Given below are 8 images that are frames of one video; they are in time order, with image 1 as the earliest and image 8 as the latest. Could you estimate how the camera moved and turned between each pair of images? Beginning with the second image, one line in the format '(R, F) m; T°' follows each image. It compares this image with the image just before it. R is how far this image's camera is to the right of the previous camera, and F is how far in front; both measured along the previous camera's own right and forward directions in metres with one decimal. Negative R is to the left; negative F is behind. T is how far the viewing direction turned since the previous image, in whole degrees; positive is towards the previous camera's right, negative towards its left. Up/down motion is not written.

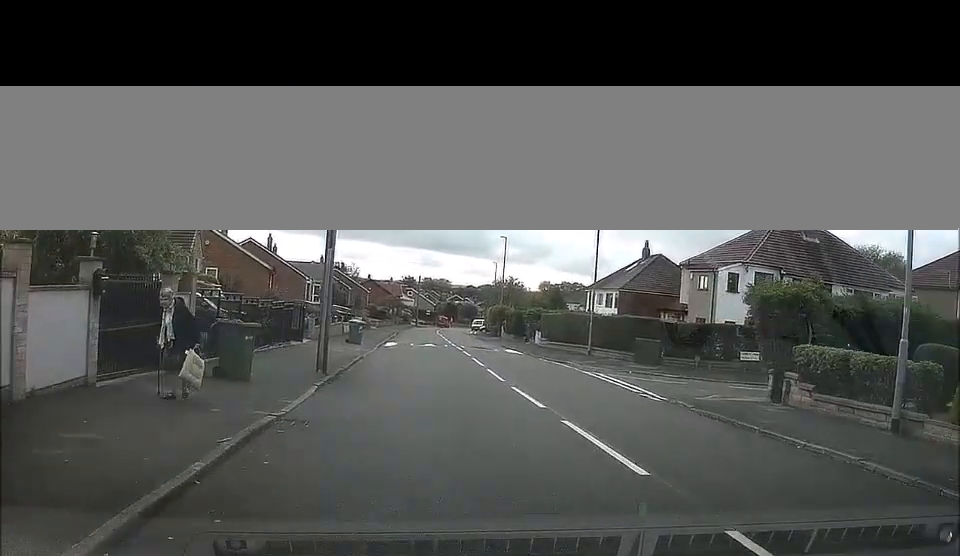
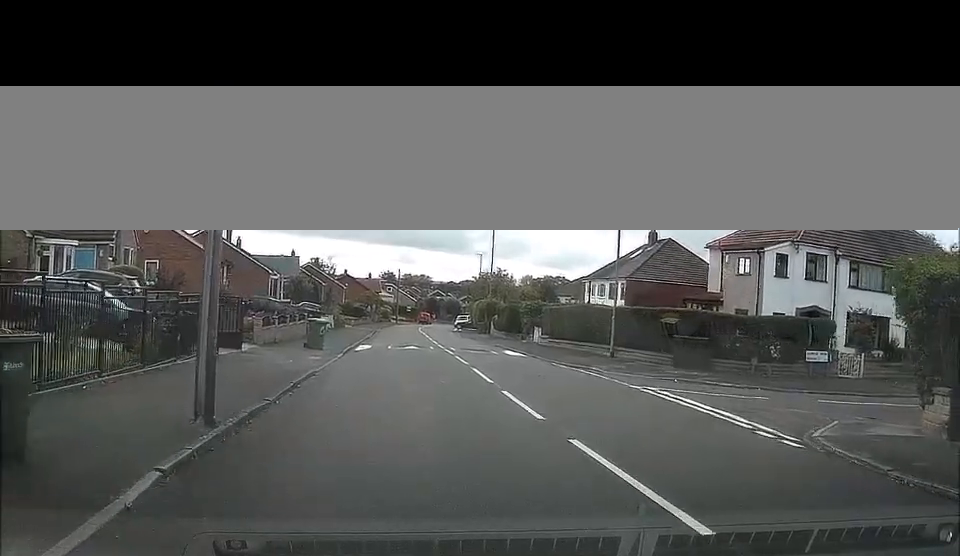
(+0.2, +9.1) m; +2°
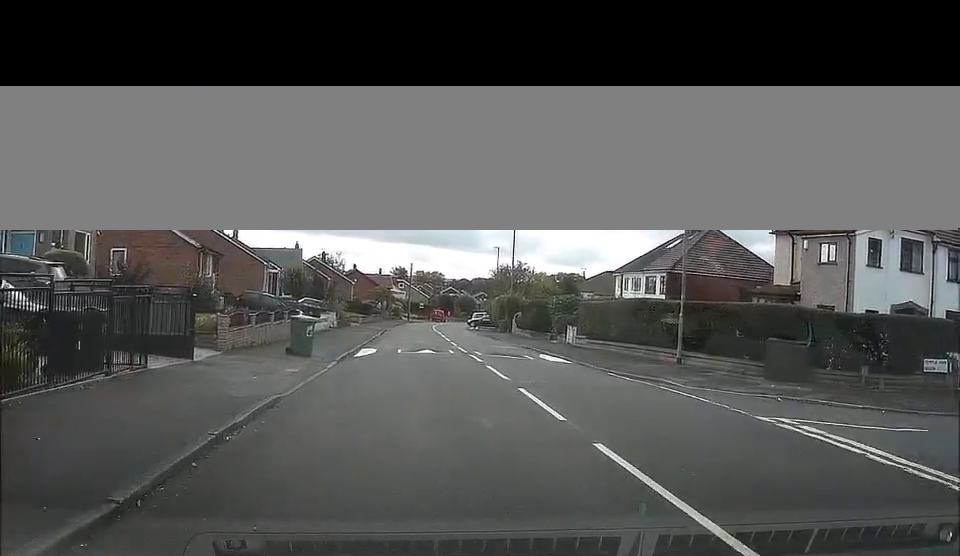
(0.0, +7.0) m; +1°
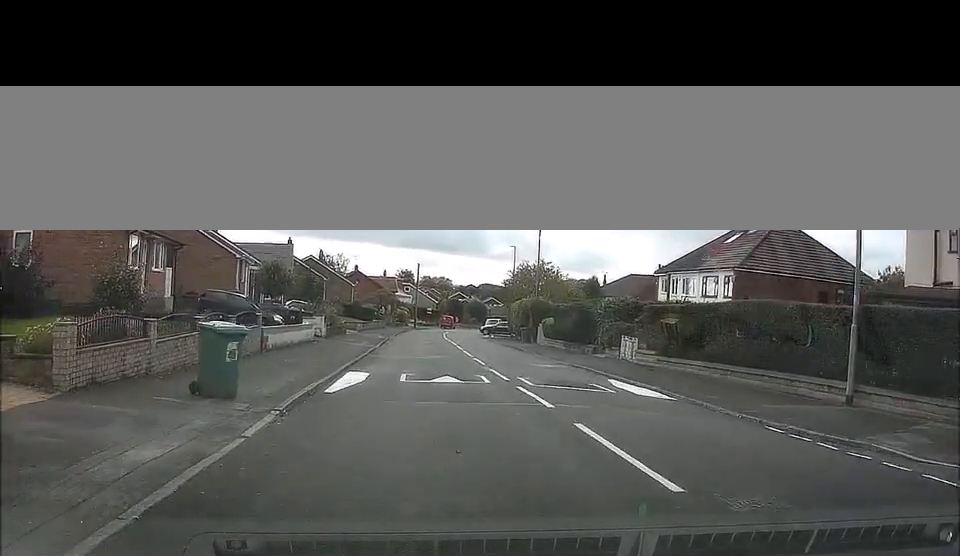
(+0.2, +8.4) m; +1°
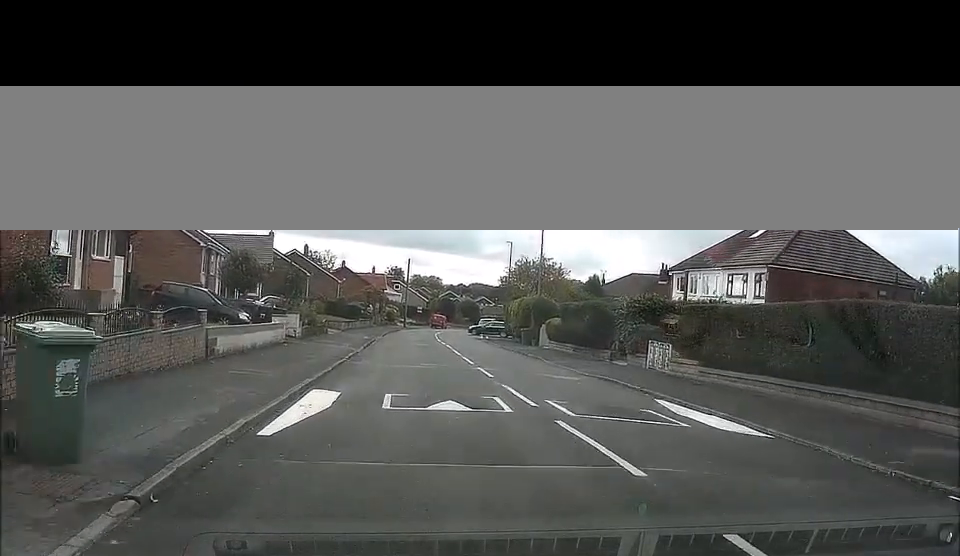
(-0.1, +4.1) m; 0°
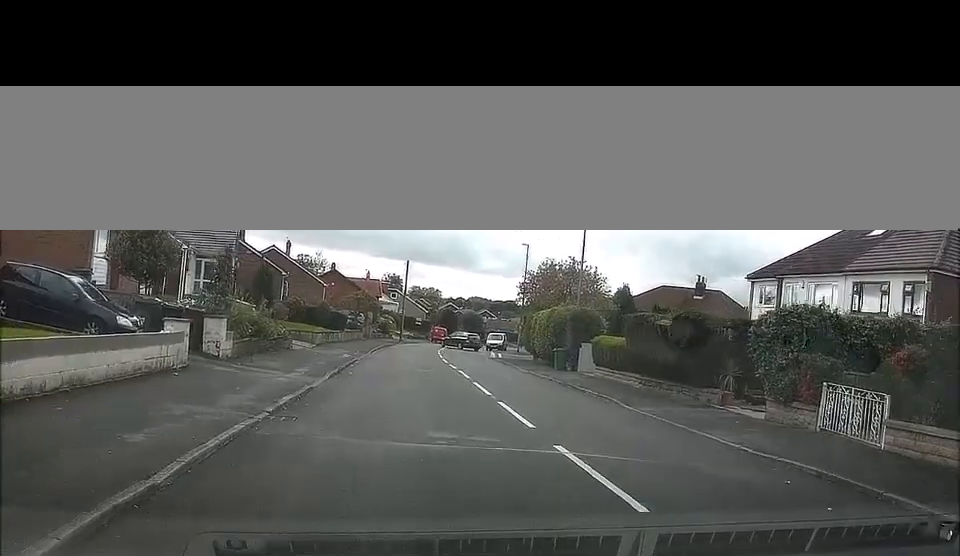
(0.0, +12.9) m; 0°
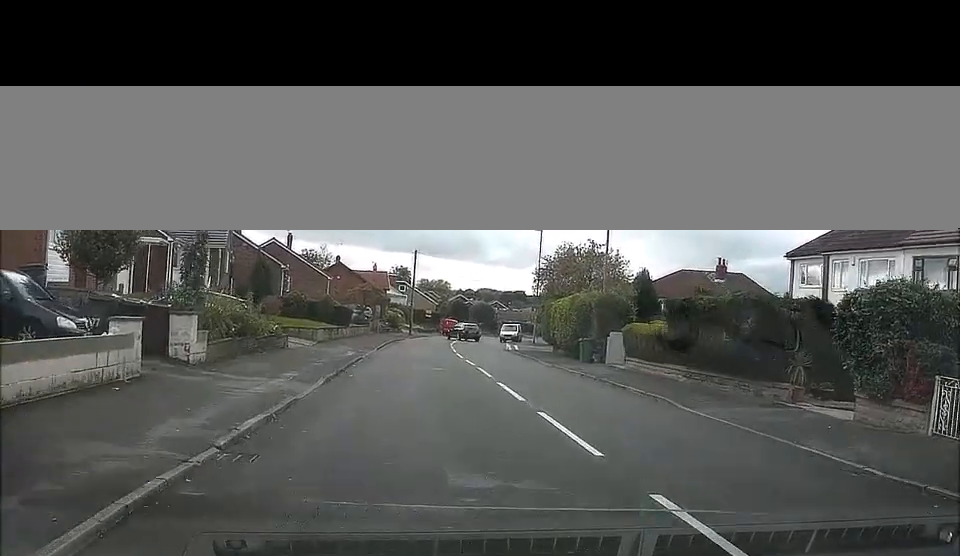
(0.0, +4.9) m; 0°
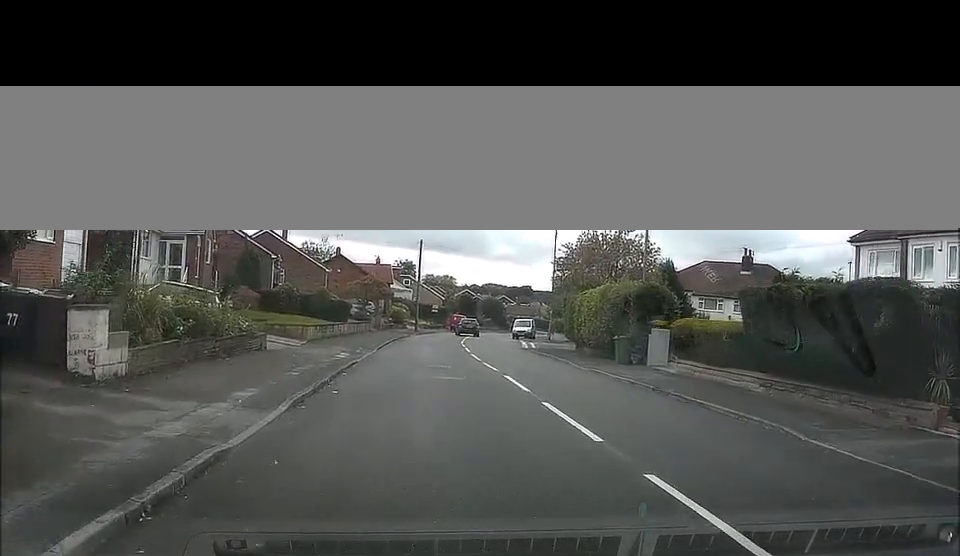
(0.0, +7.1) m; -1°
